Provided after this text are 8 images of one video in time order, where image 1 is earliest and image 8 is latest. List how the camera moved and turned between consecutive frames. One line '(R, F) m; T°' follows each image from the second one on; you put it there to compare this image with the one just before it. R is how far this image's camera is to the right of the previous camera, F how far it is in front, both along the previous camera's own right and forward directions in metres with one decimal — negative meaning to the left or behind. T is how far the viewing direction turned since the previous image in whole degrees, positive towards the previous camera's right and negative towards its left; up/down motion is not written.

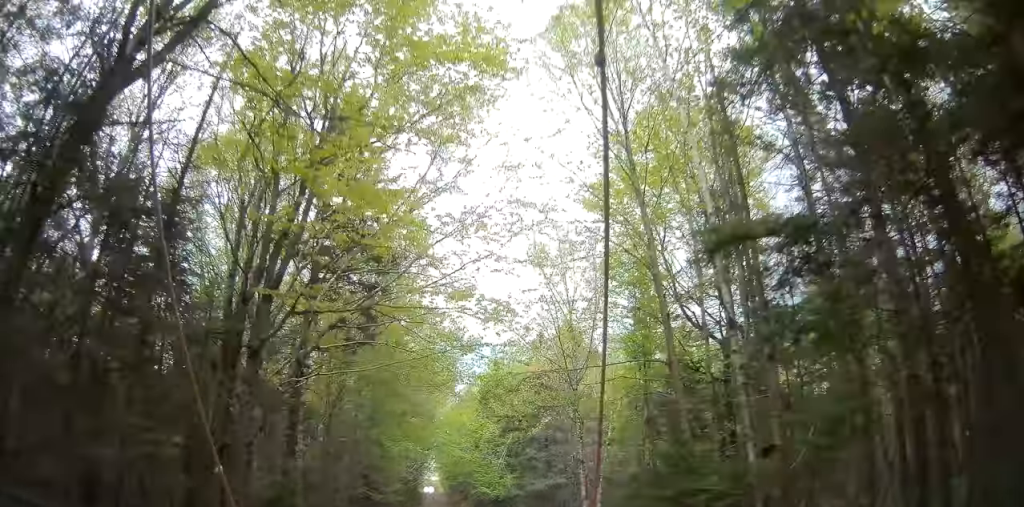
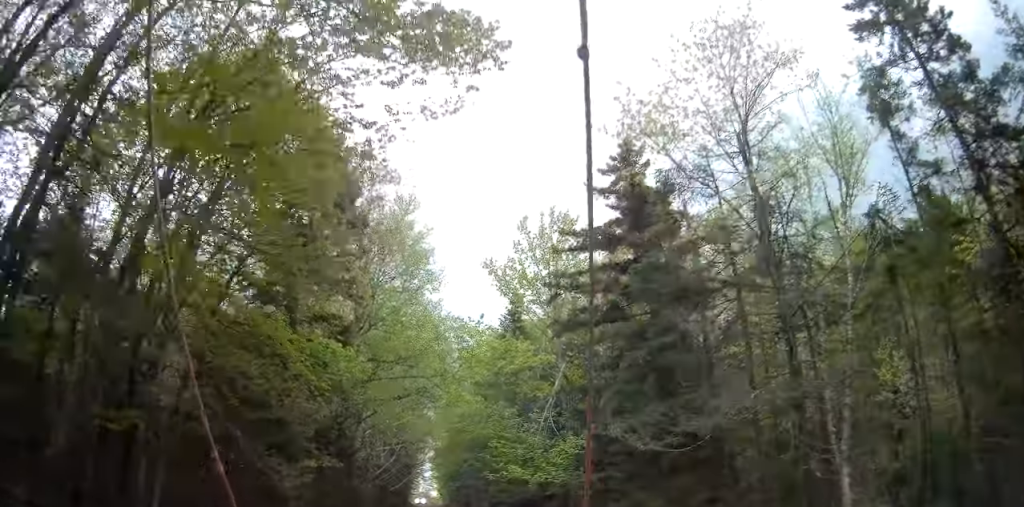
(-0.7, +19.9) m; -1°
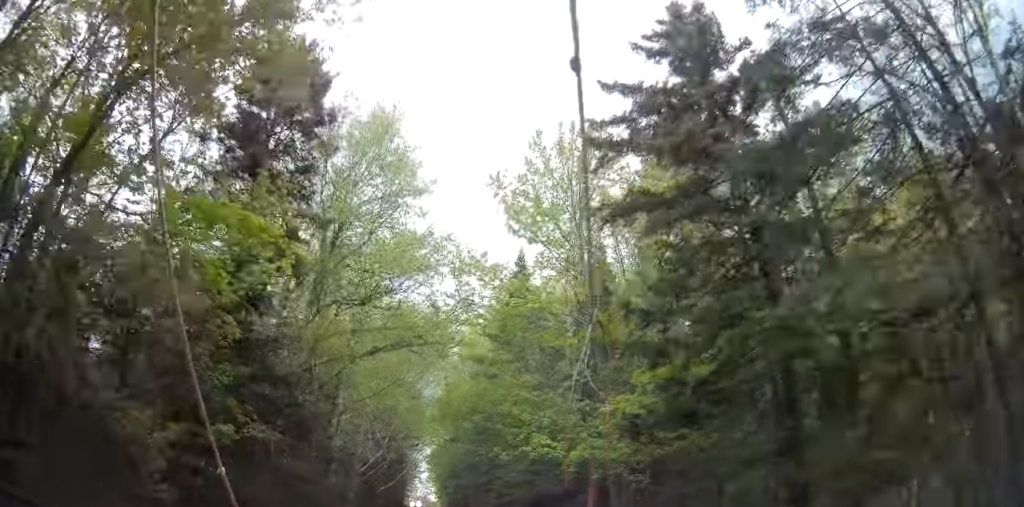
(+0.1, +6.6) m; 0°
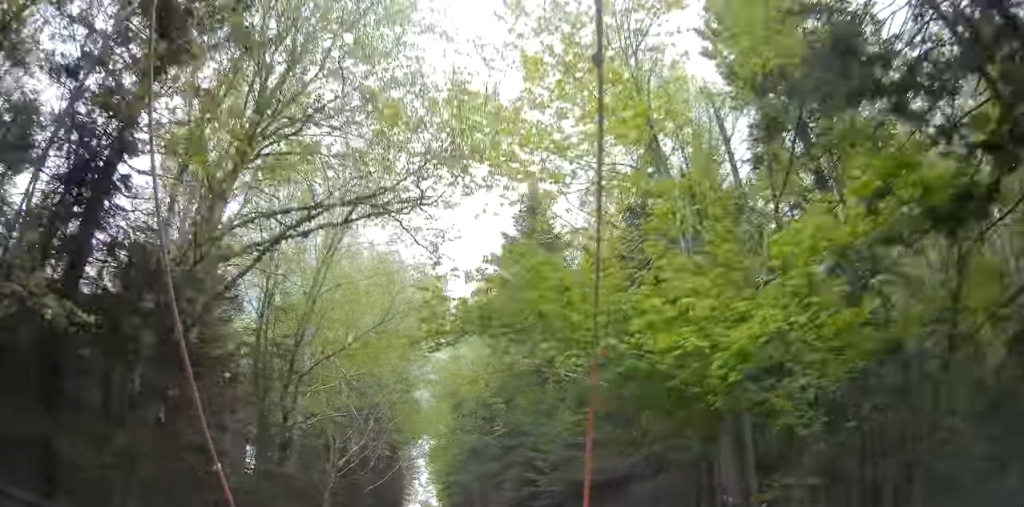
(-0.2, +7.9) m; 0°
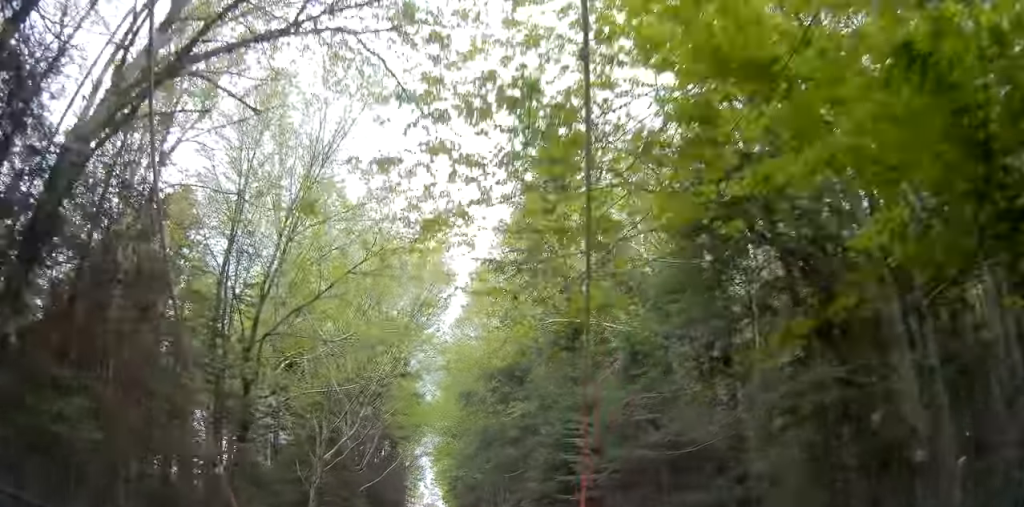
(0.0, +4.9) m; 0°
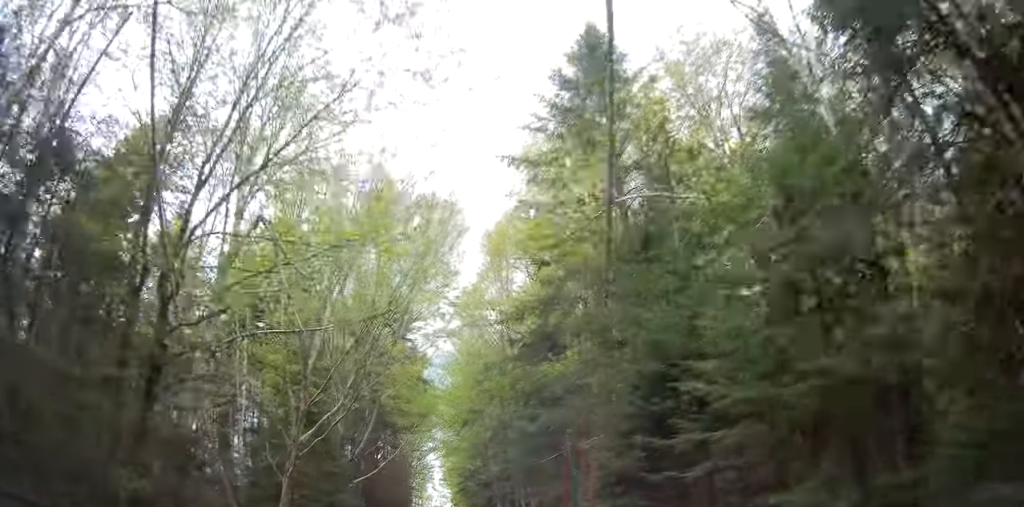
(+0.2, +6.2) m; 0°
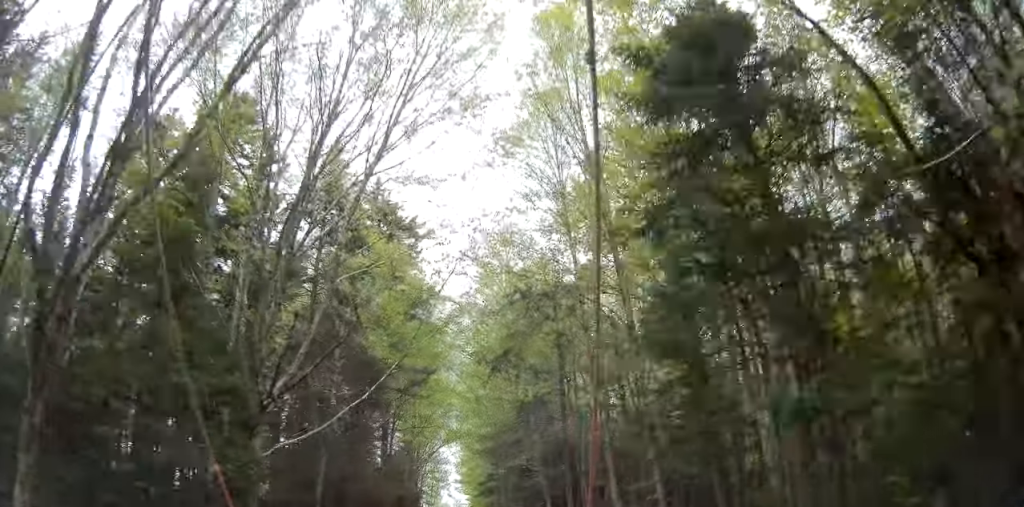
(-0.4, +15.3) m; -2°
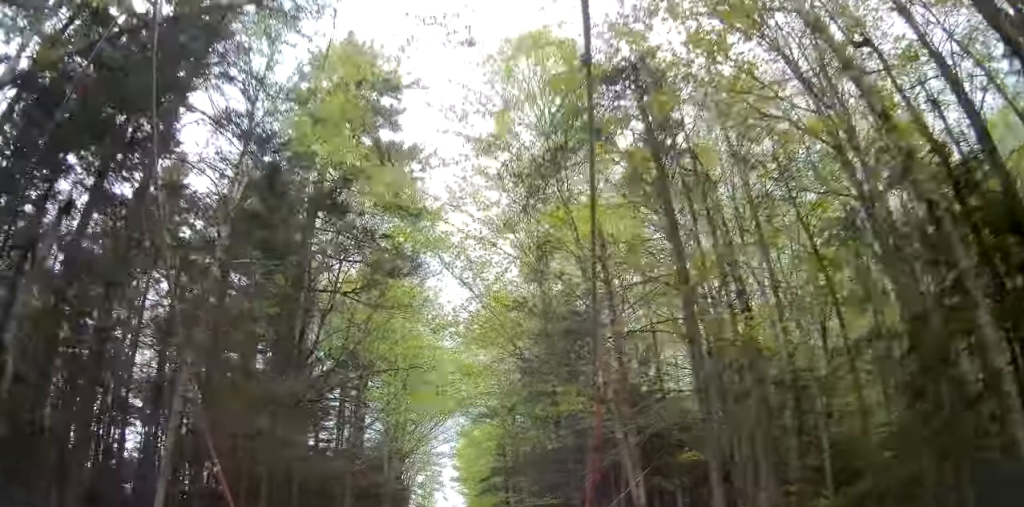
(0.0, +12.8) m; 0°
